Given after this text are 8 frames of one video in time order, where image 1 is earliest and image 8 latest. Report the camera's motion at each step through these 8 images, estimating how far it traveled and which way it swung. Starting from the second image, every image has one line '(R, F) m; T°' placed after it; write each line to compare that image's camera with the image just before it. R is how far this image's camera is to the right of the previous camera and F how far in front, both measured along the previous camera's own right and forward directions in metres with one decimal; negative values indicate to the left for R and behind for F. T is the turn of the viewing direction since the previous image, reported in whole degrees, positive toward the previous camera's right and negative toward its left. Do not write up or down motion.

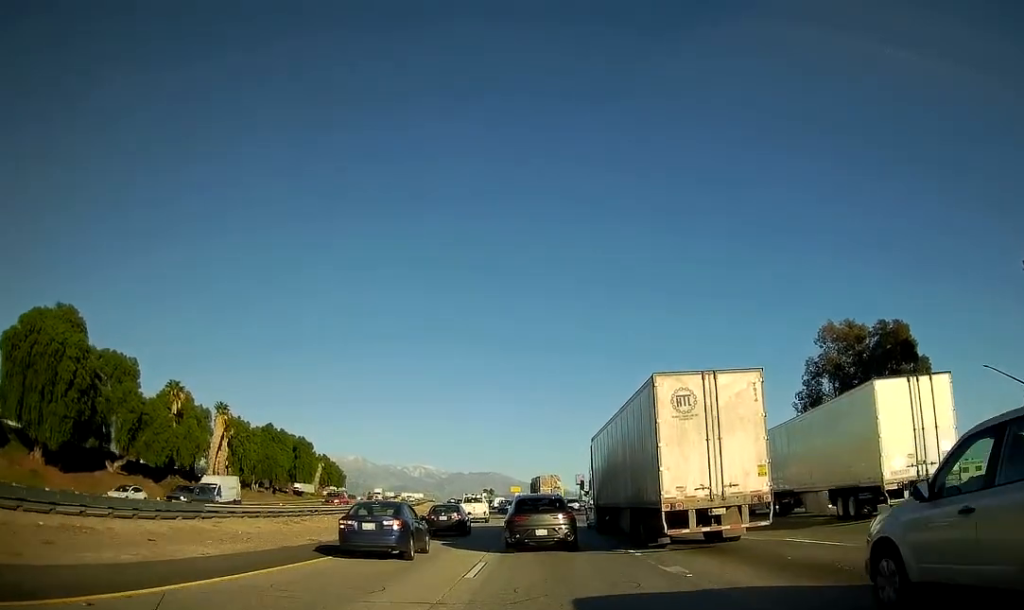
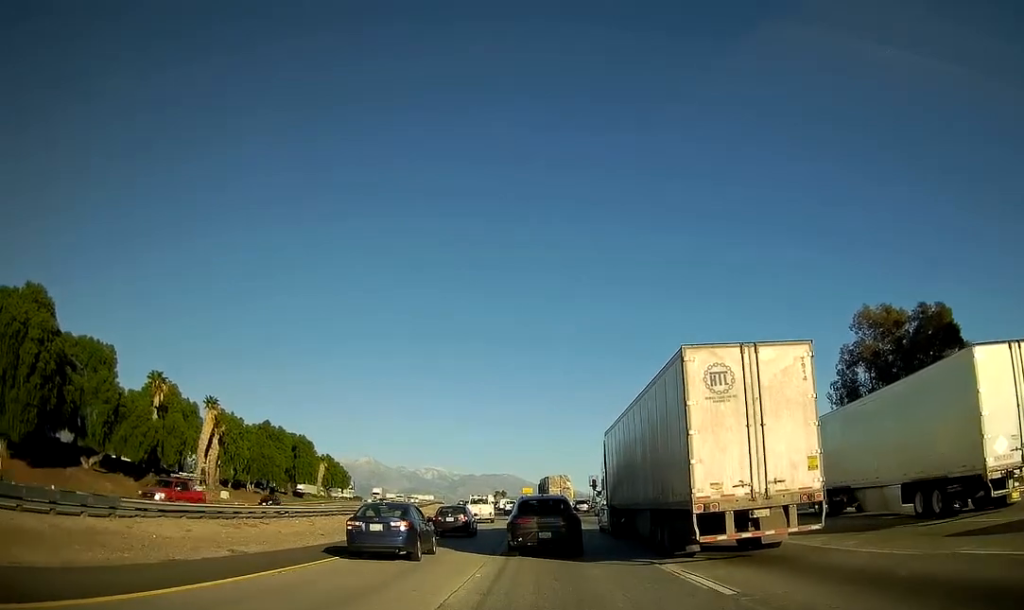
(0.0, +8.2) m; 0°
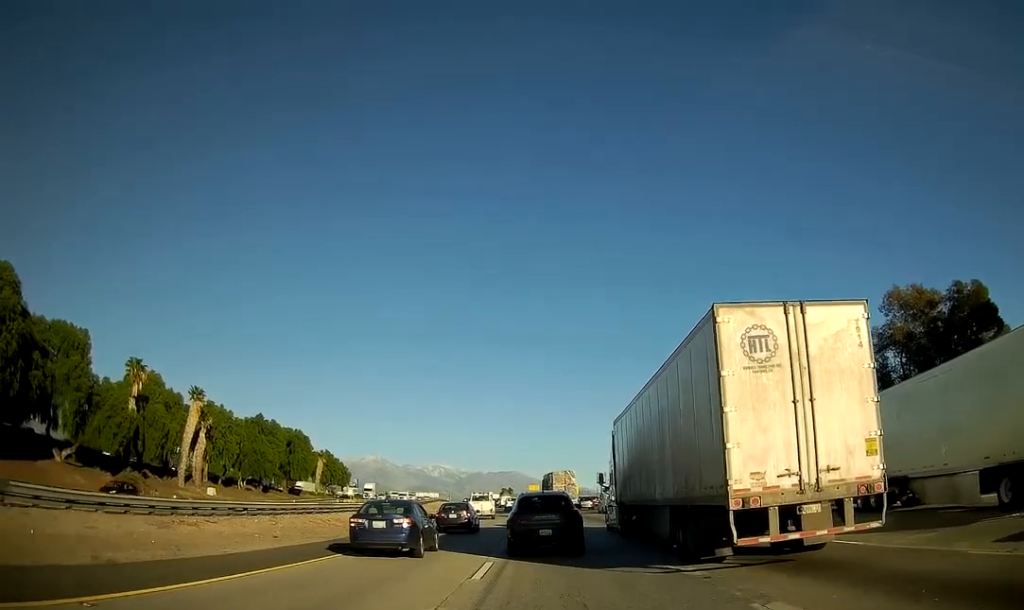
(+0.1, +7.0) m; 0°
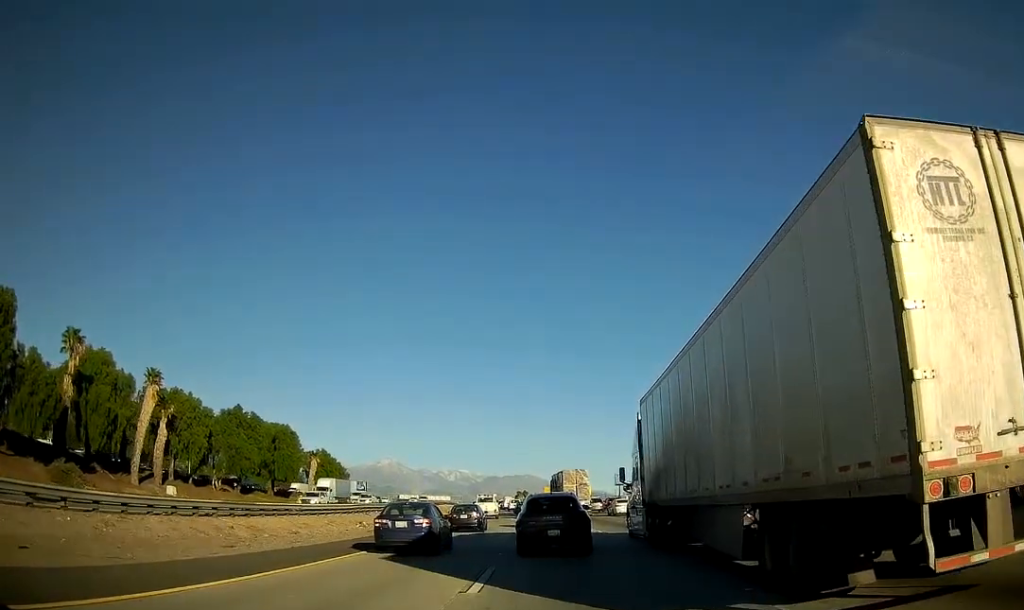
(-0.3, +16.5) m; -1°
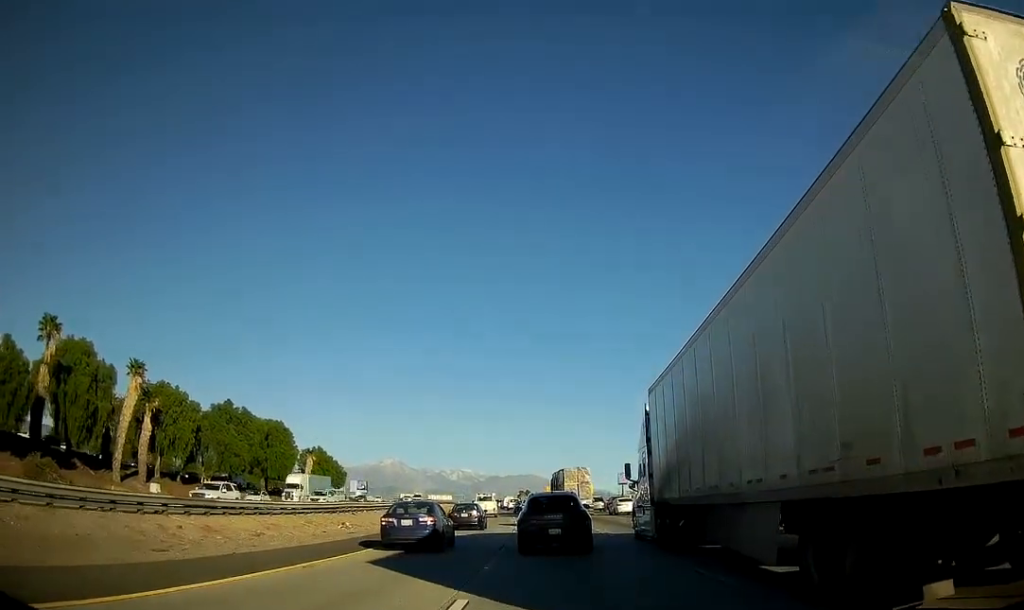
(0.0, +4.5) m; -1°
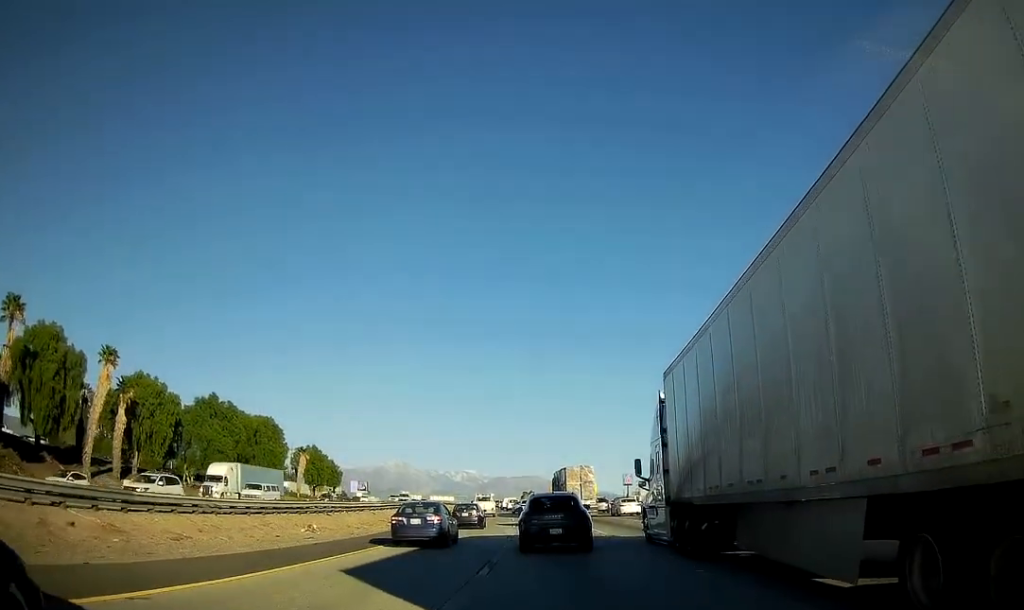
(-0.1, +7.2) m; -1°
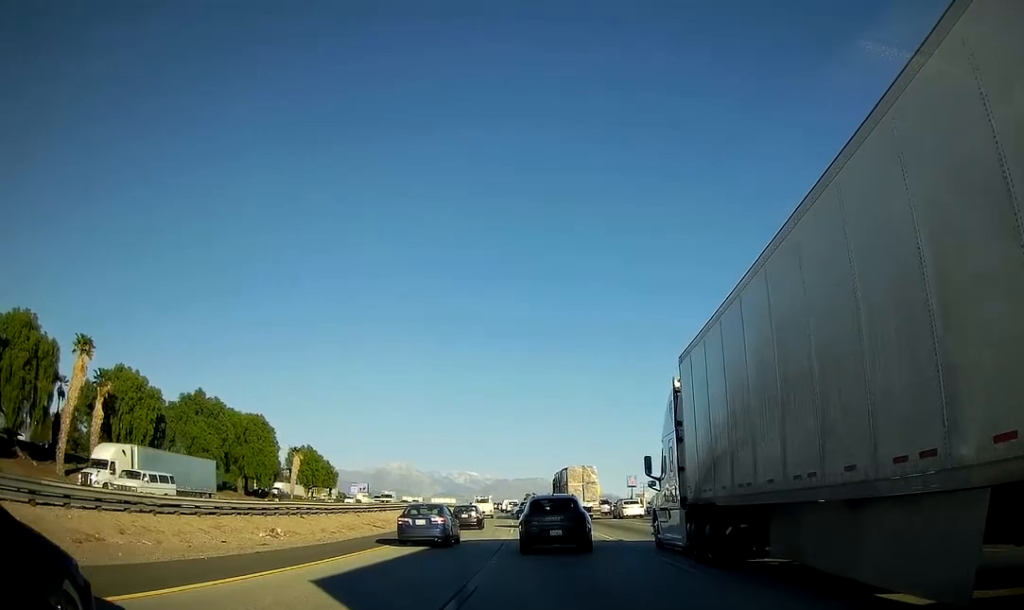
(-0.1, +5.8) m; 0°
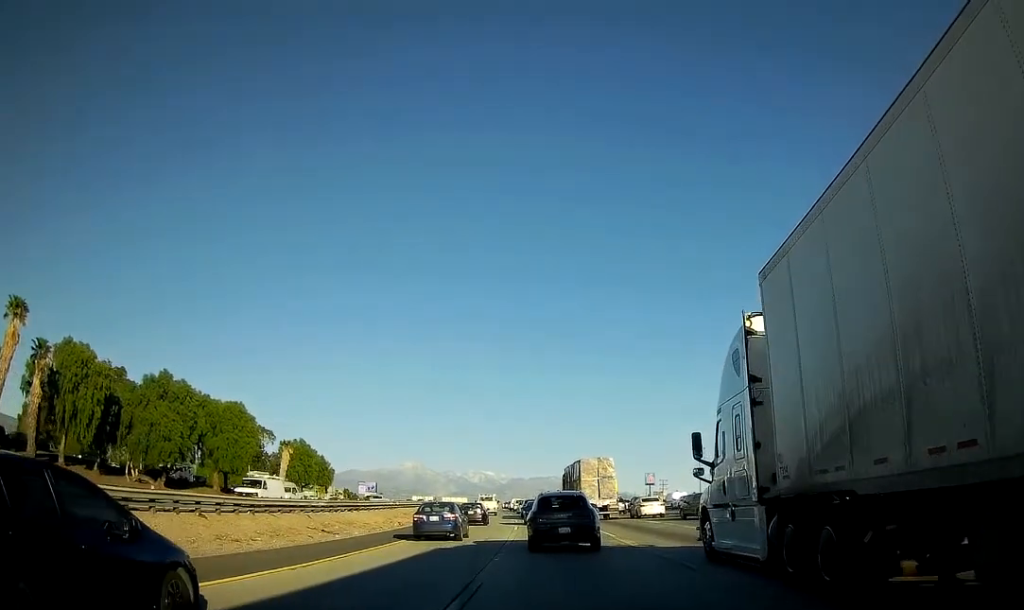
(+0.4, +14.3) m; +2°
